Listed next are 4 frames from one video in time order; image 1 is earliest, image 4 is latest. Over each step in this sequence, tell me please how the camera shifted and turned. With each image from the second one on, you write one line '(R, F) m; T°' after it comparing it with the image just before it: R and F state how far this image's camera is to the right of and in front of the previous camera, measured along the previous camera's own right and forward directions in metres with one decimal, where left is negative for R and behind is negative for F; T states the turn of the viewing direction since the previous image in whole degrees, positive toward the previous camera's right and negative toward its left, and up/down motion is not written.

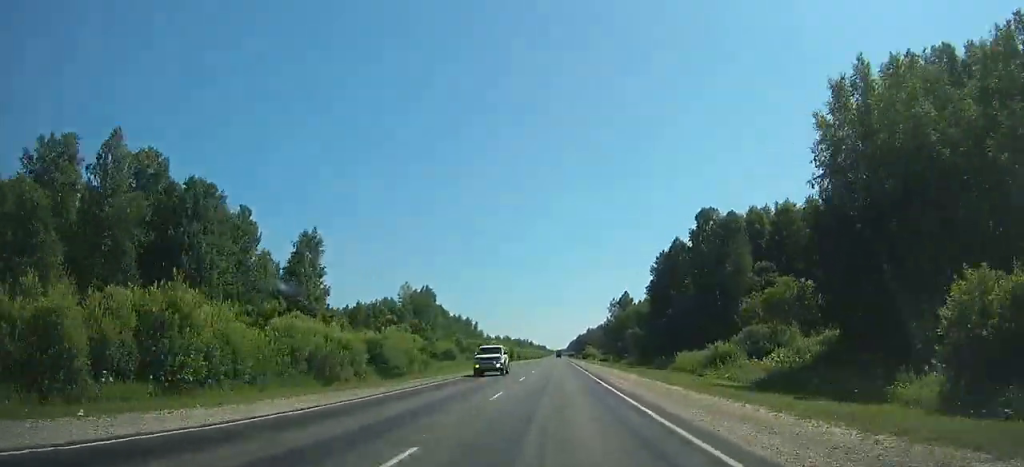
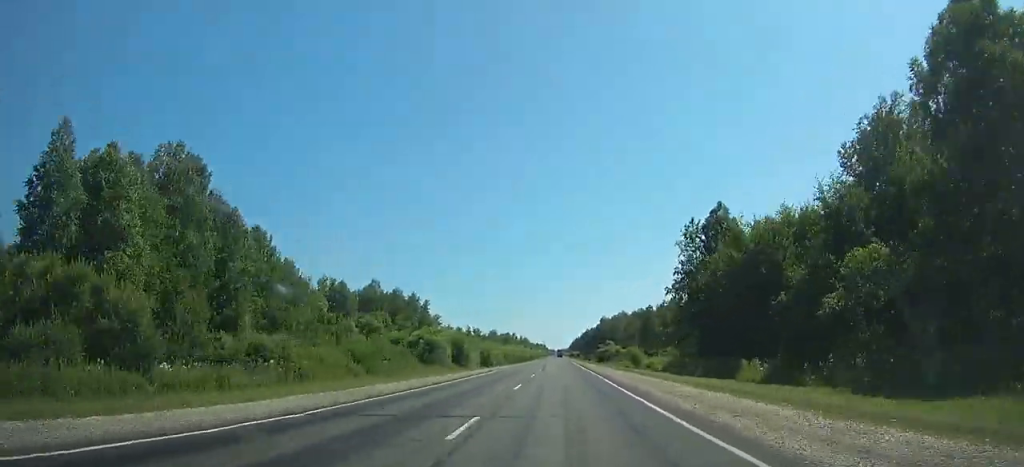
(-0.1, +90.9) m; 0°
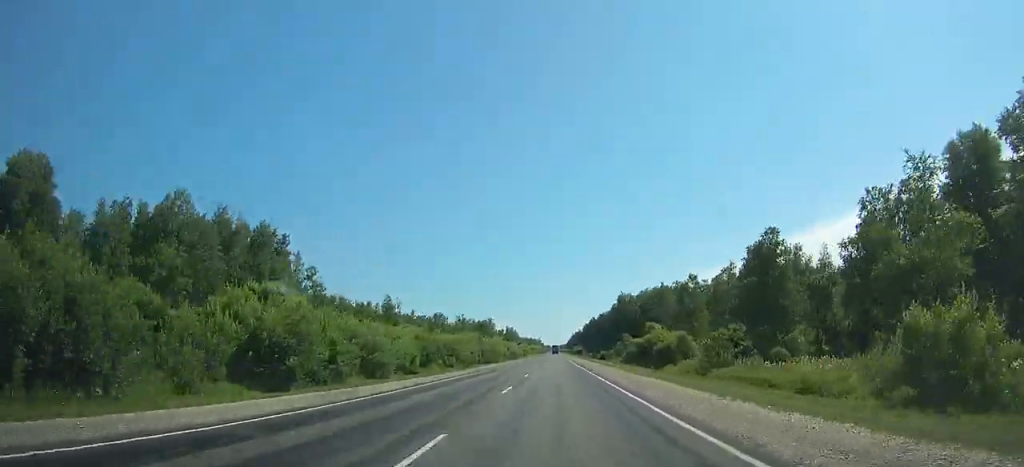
(+0.1, +73.7) m; 0°
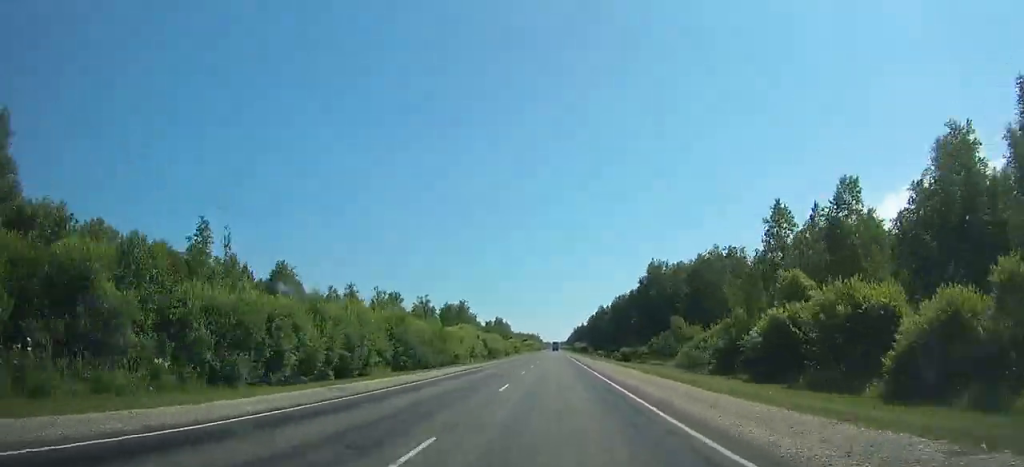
(+0.1, +48.7) m; 0°
